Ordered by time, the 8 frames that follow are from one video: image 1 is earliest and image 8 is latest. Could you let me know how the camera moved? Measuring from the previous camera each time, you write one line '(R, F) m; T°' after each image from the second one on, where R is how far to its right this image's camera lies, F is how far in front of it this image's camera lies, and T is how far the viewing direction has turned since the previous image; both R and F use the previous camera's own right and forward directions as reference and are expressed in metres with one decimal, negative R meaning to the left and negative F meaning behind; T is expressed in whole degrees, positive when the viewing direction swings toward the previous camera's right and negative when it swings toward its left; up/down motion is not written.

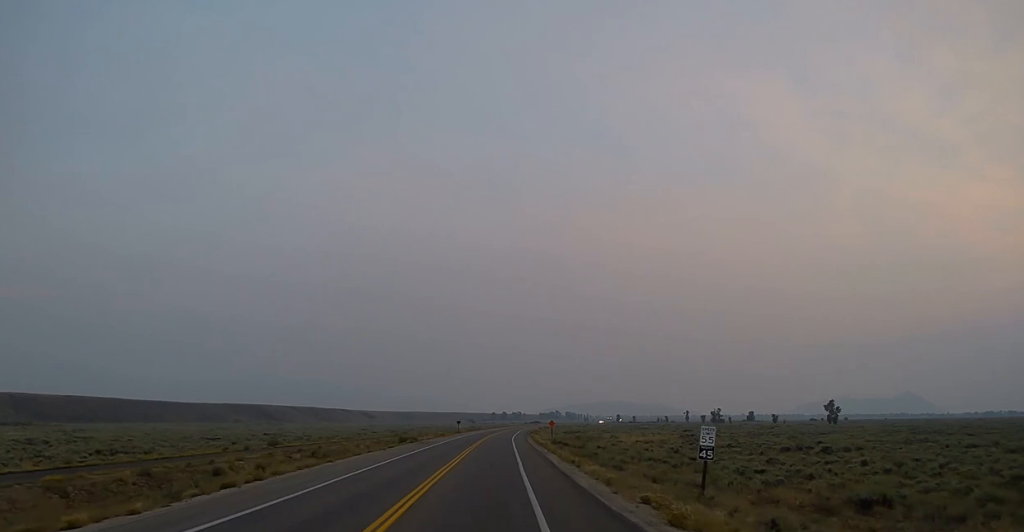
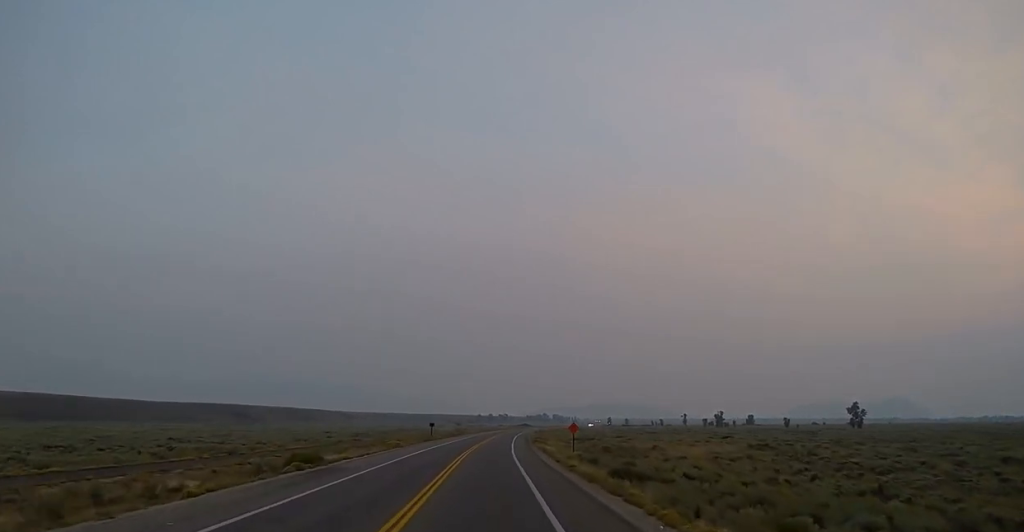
(-0.1, +37.9) m; 0°
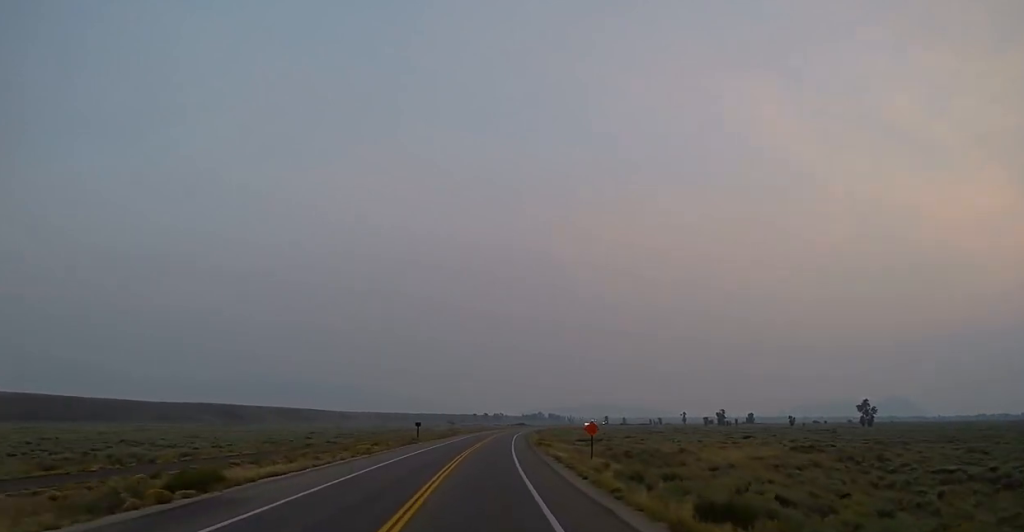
(0.0, +12.8) m; 0°
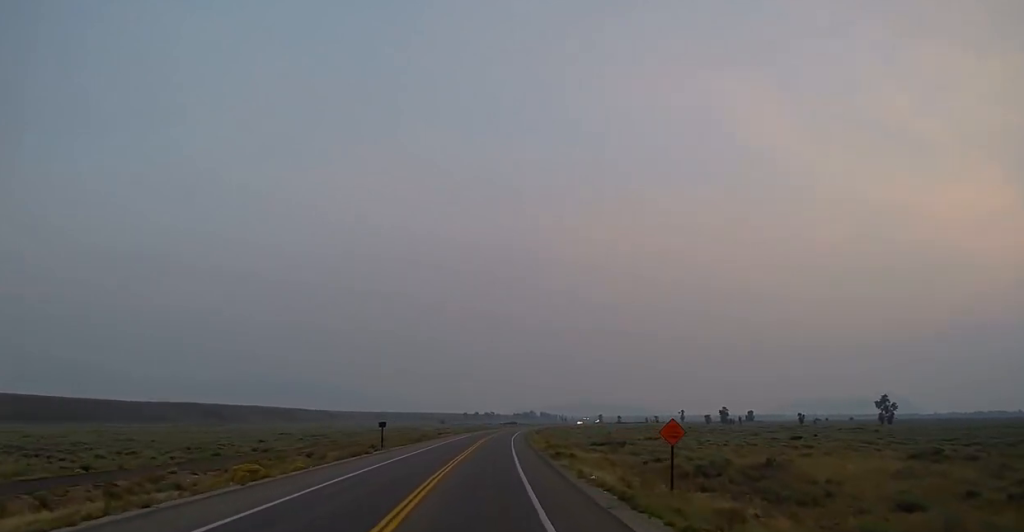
(0.0, +22.3) m; +1°
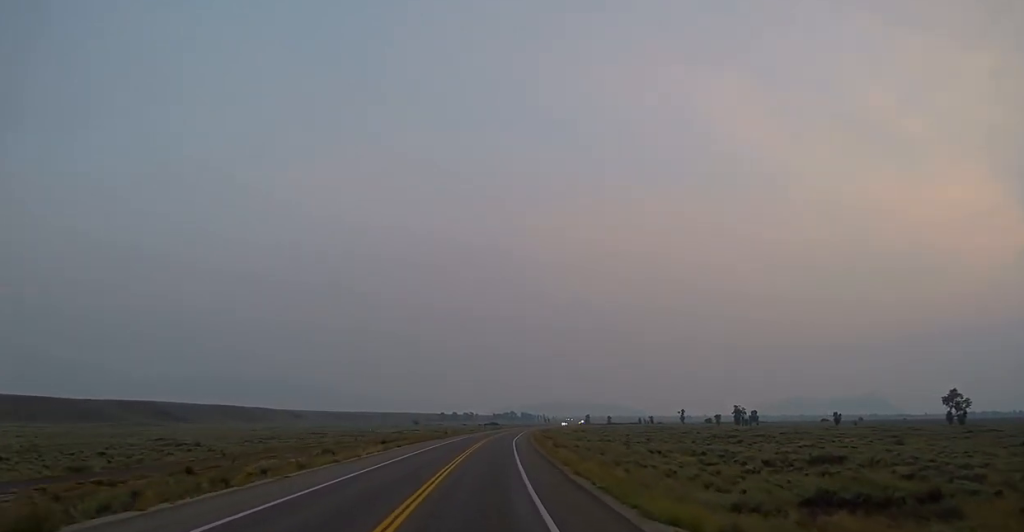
(+1.4, +60.2) m; +2°
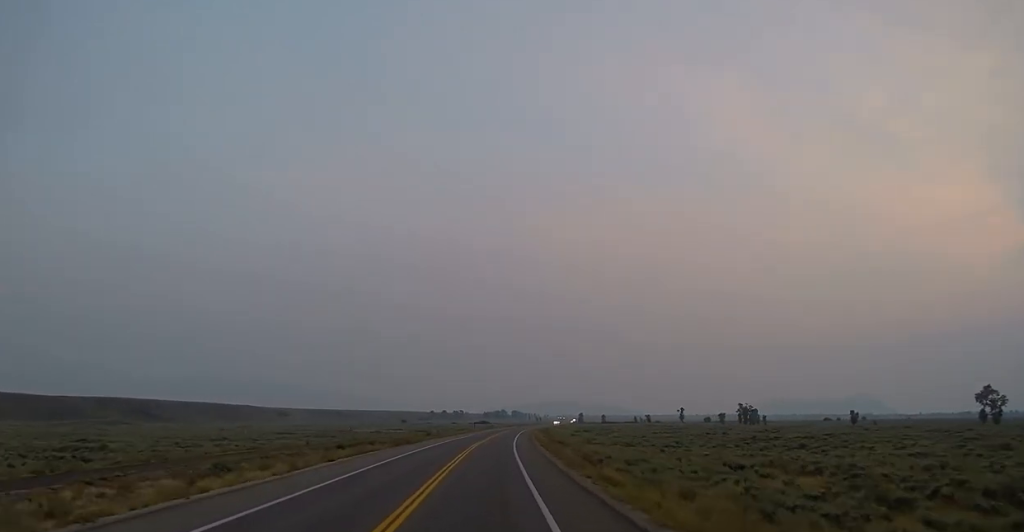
(+0.4, +23.1) m; 0°
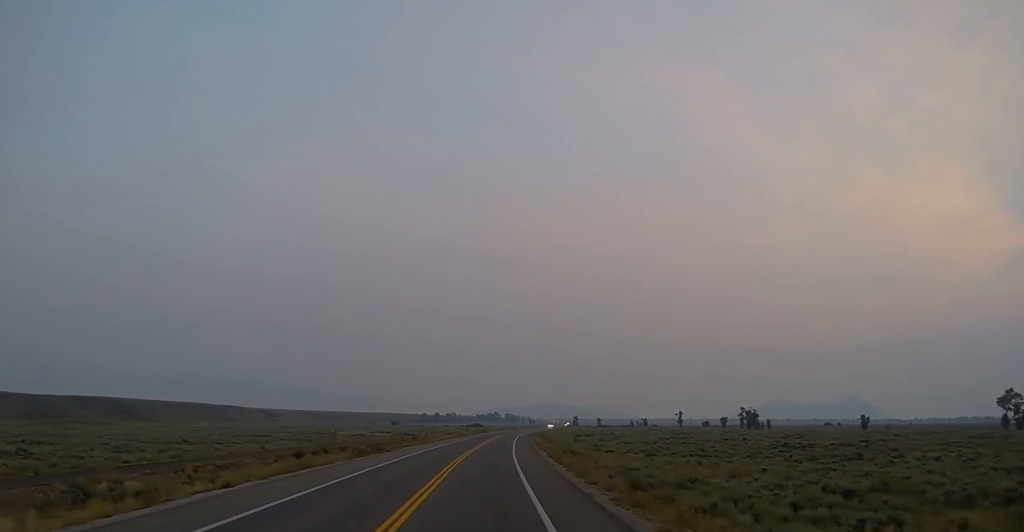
(+0.1, +13.8) m; 0°
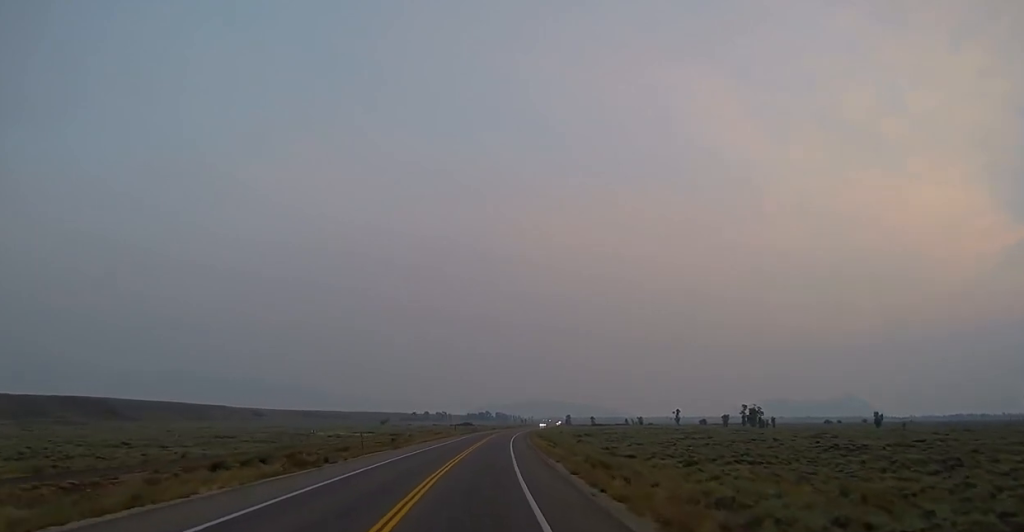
(-0.3, +16.4) m; 0°
